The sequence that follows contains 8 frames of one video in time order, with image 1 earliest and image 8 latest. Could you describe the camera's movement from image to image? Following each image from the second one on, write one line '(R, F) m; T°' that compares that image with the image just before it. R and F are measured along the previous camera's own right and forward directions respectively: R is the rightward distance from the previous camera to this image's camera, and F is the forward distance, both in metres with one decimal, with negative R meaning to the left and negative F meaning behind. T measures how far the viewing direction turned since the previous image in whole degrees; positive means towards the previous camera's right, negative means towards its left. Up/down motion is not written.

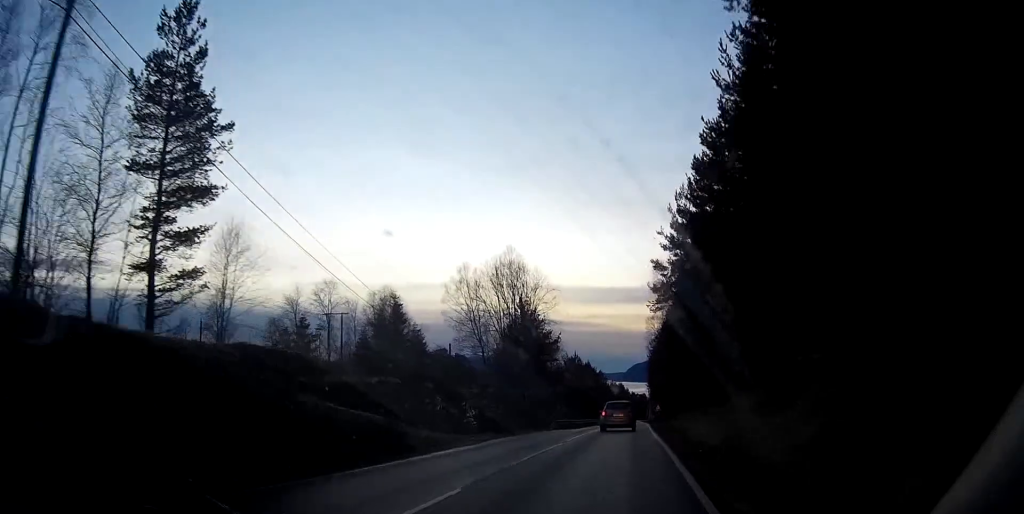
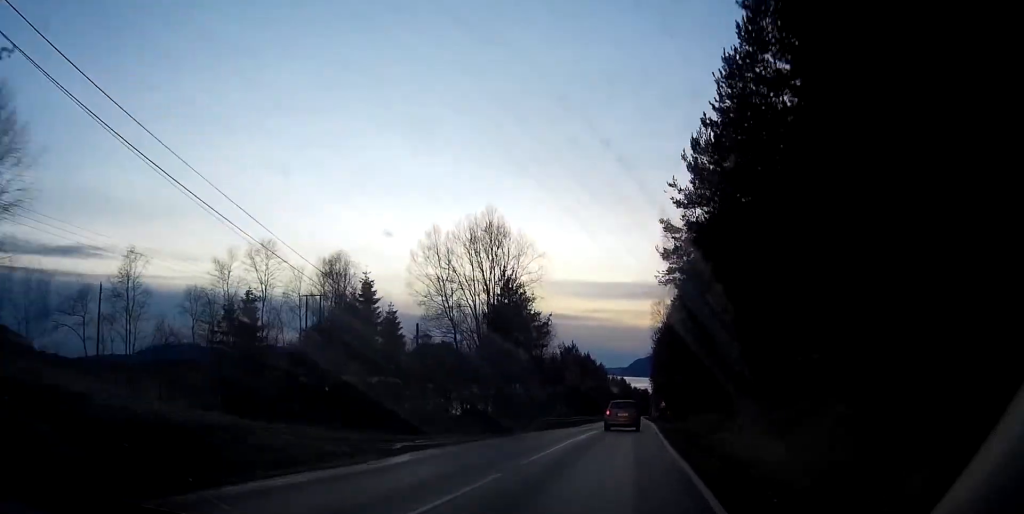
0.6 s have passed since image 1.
(+0.1, +10.6) m; 0°
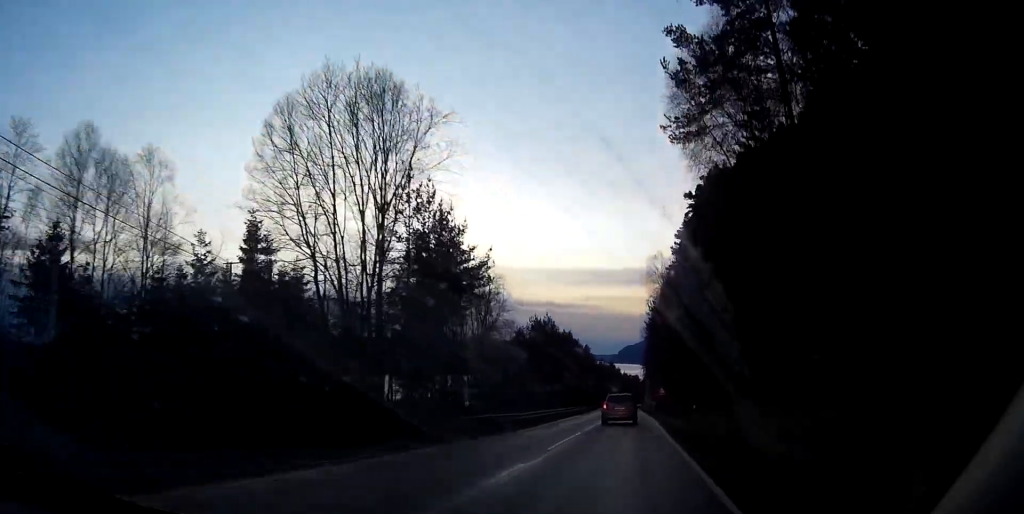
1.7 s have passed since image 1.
(0.0, +21.6) m; -1°
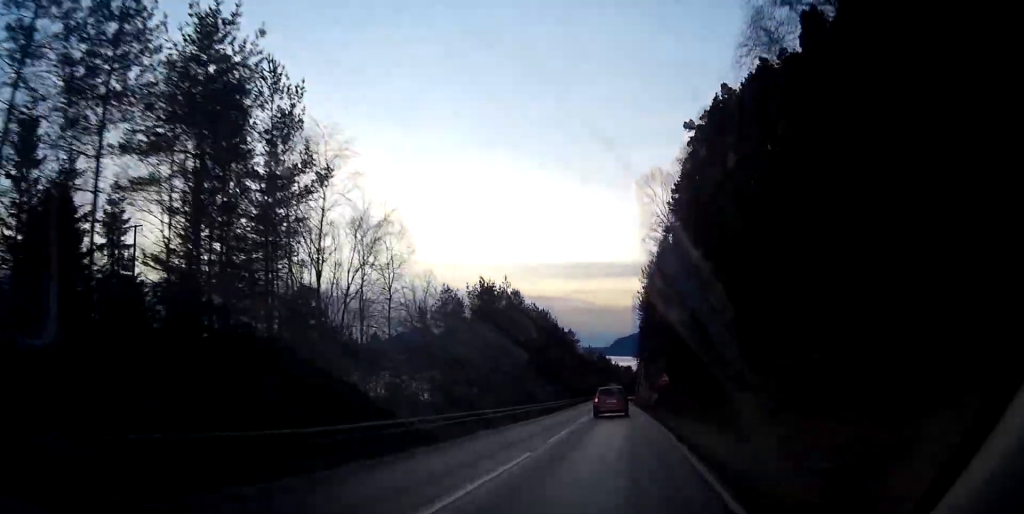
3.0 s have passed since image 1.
(-0.5, +23.9) m; -2°
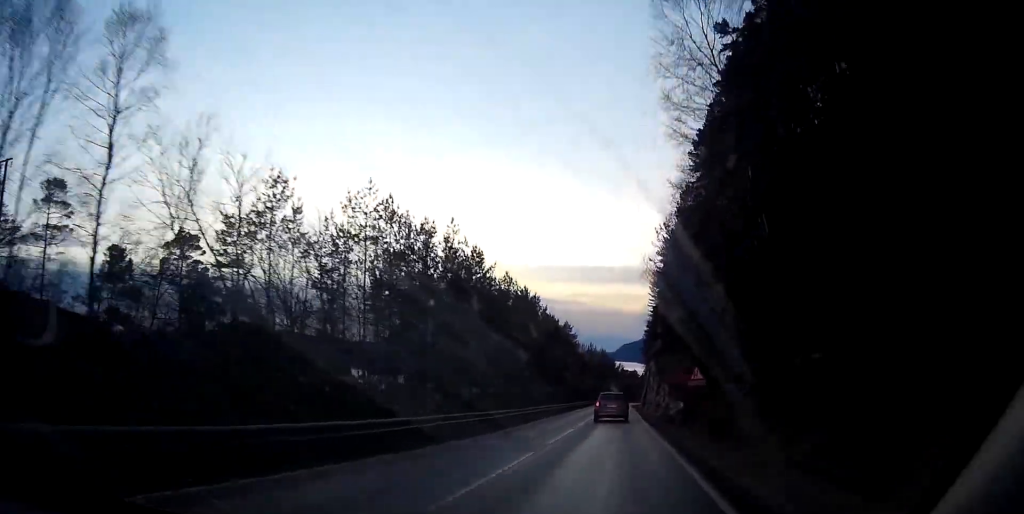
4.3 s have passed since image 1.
(0.0, +23.1) m; -1°
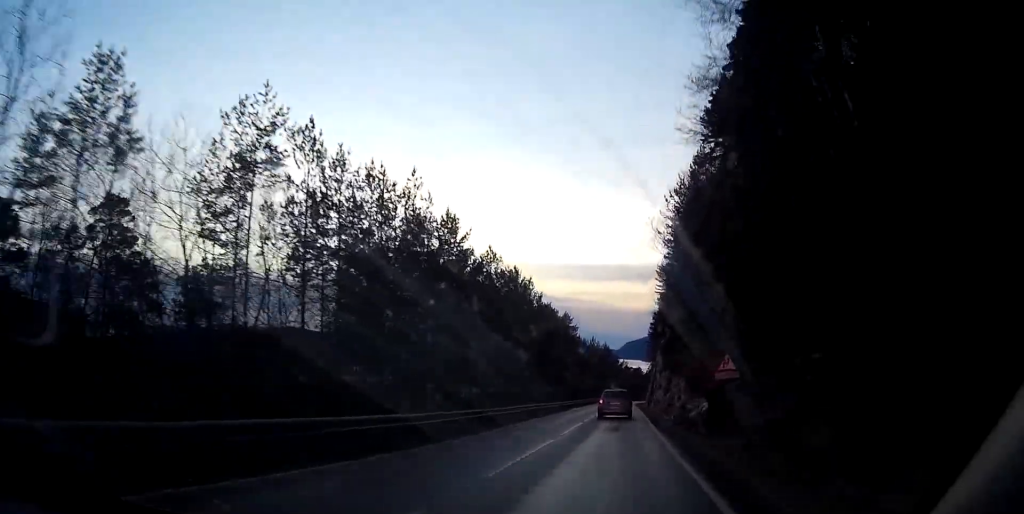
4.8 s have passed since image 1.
(-0.1, +9.0) m; -1°
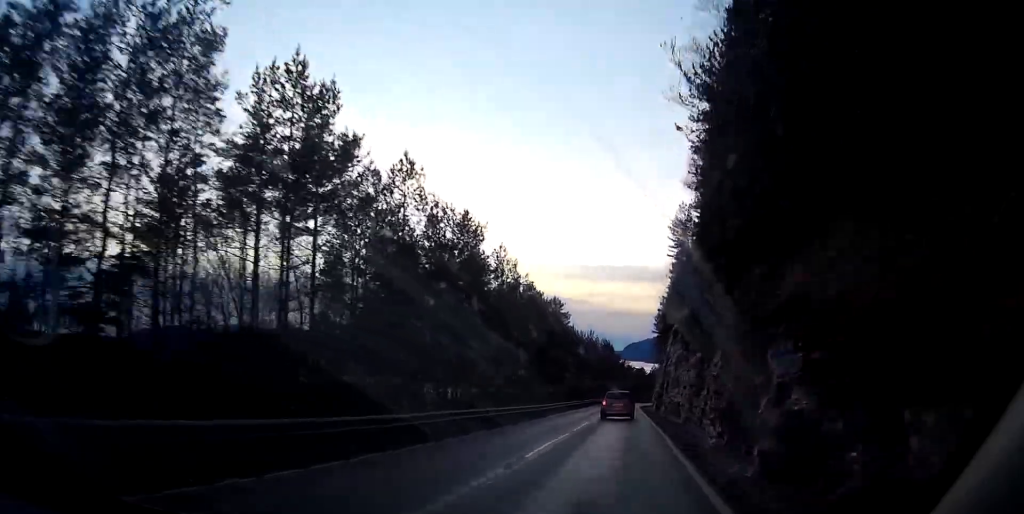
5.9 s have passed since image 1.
(-0.4, +19.6) m; -3°
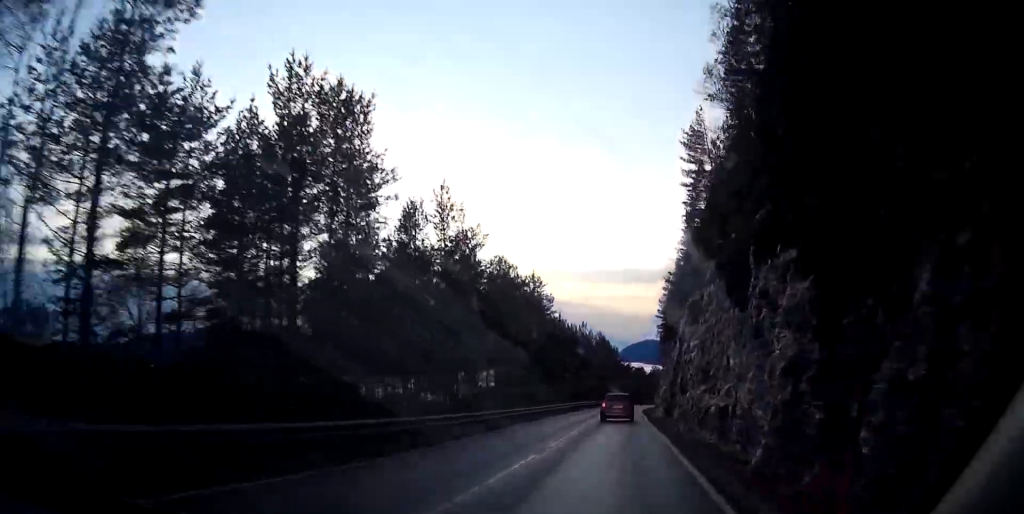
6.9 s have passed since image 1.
(-0.4, +18.2) m; -4°
